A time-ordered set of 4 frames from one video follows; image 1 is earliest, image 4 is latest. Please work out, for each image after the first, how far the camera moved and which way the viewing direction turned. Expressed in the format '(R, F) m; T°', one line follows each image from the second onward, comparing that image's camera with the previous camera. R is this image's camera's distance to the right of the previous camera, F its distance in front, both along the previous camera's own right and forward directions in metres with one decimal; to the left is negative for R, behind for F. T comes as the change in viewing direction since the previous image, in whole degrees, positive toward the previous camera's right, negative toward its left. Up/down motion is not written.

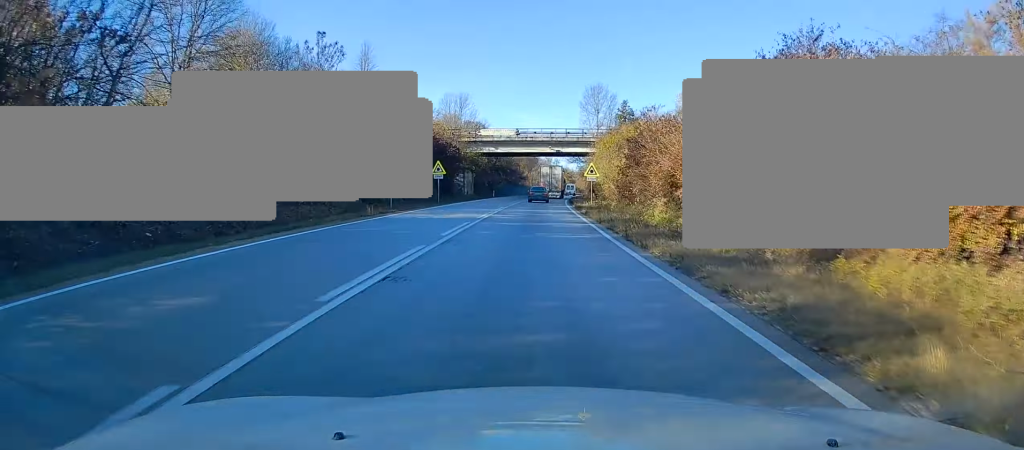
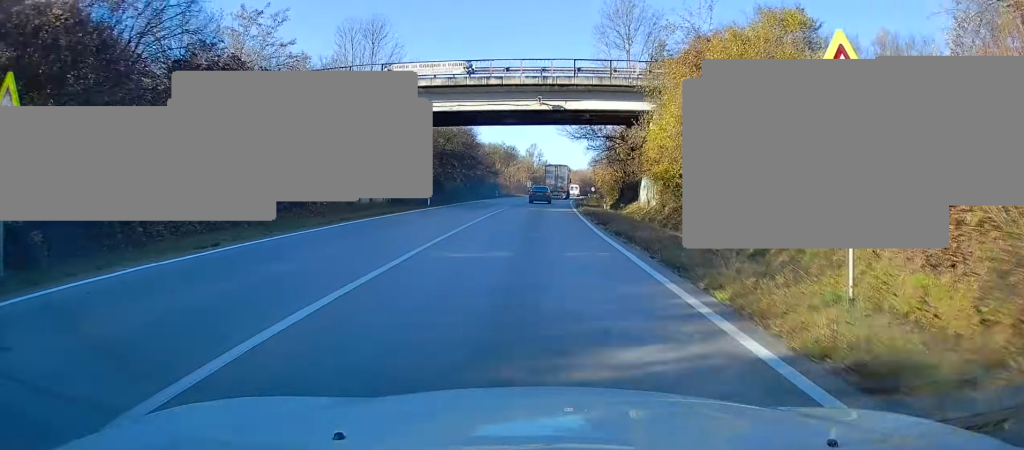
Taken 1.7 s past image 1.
(+0.7, +40.6) m; +2°
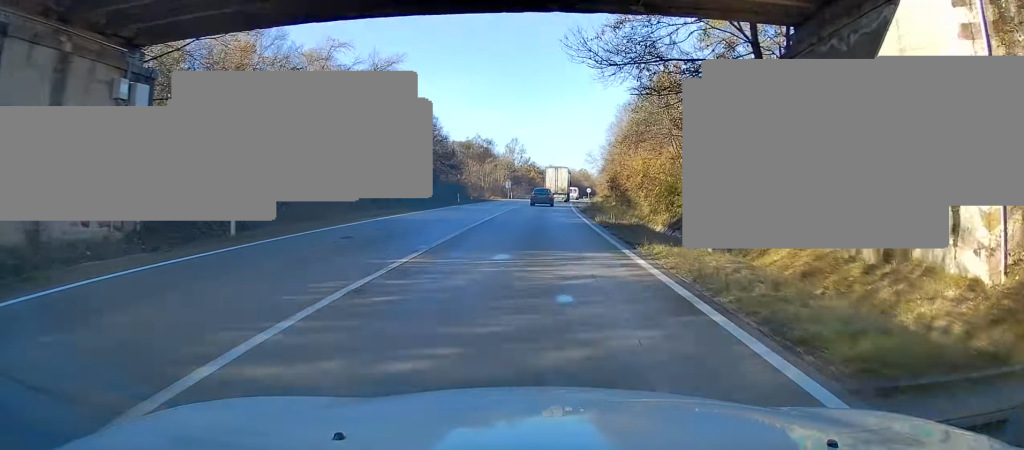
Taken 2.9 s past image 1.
(+0.4, +27.2) m; +1°
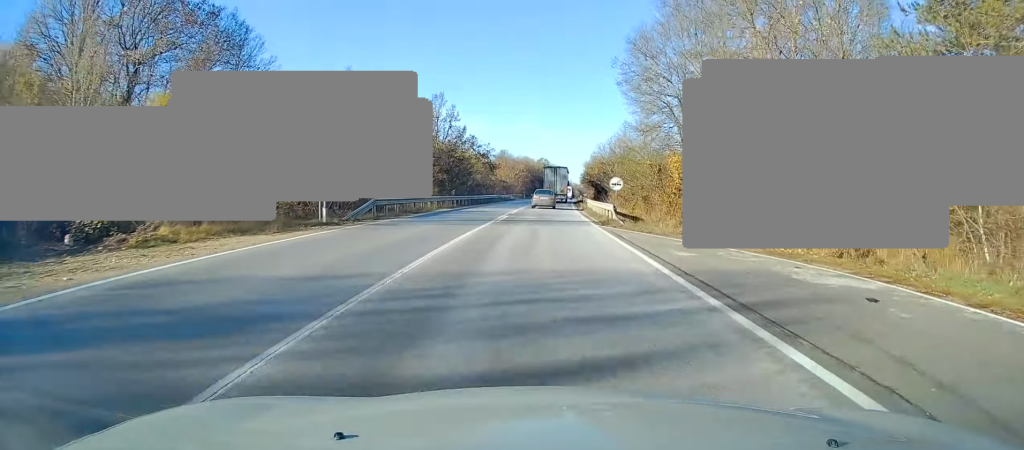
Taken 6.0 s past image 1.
(+3.2, +71.6) m; +5°
